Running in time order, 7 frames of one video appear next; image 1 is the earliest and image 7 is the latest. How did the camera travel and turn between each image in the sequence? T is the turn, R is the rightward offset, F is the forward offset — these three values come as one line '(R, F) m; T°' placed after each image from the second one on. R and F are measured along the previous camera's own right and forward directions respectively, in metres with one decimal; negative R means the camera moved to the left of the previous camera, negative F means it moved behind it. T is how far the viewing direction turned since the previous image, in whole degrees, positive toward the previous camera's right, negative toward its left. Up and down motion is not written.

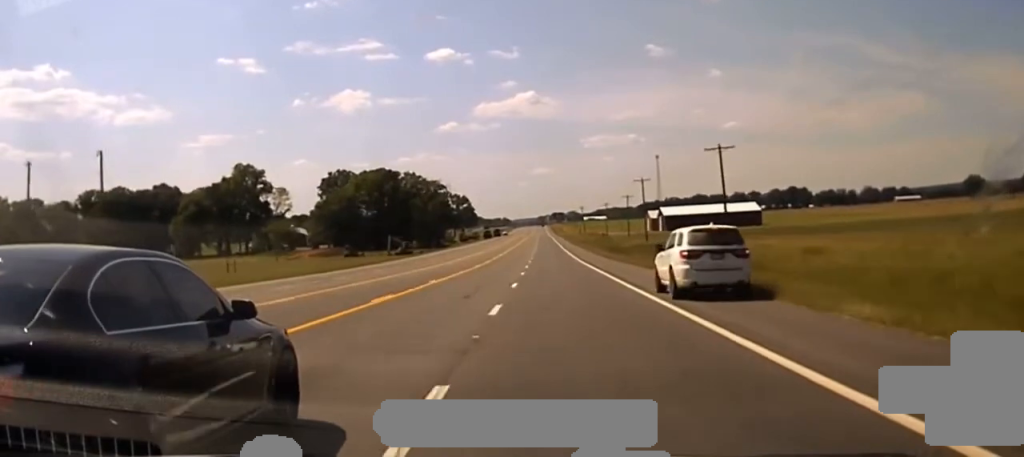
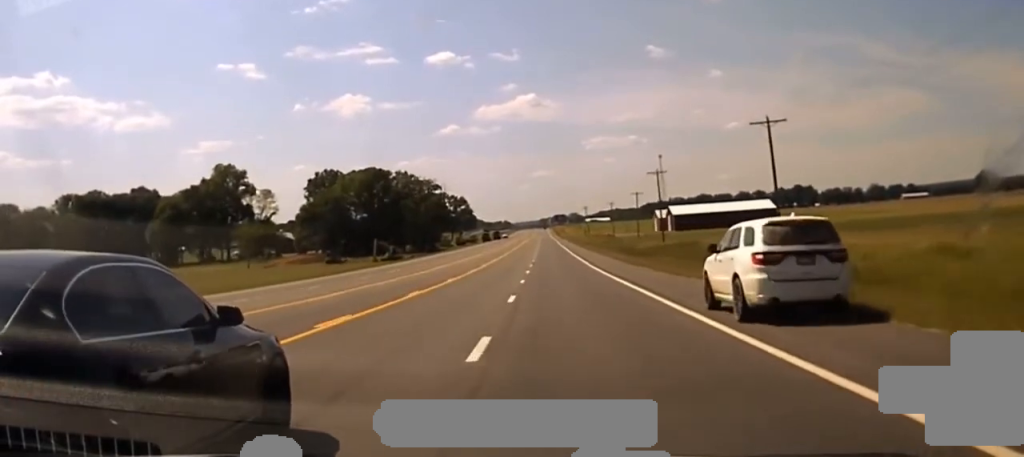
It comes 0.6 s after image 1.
(-0.1, +16.1) m; 0°
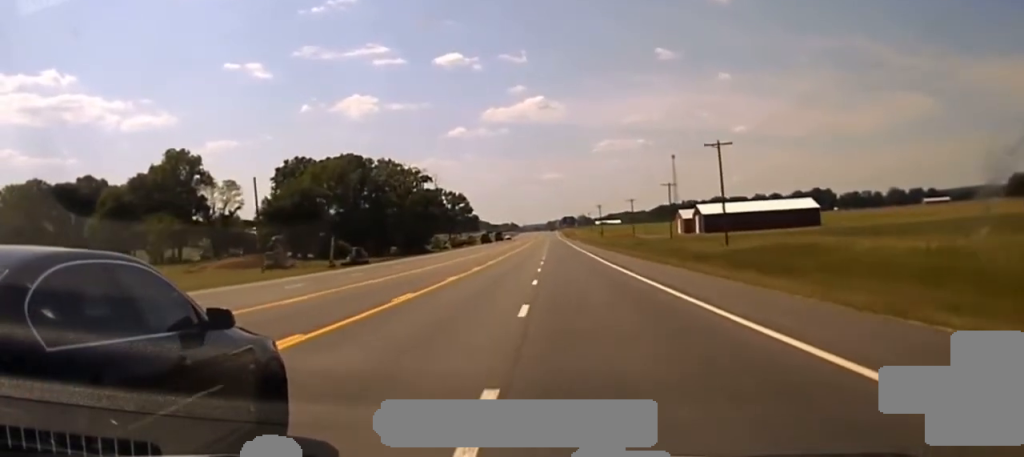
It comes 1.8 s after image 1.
(+0.2, +38.0) m; 0°
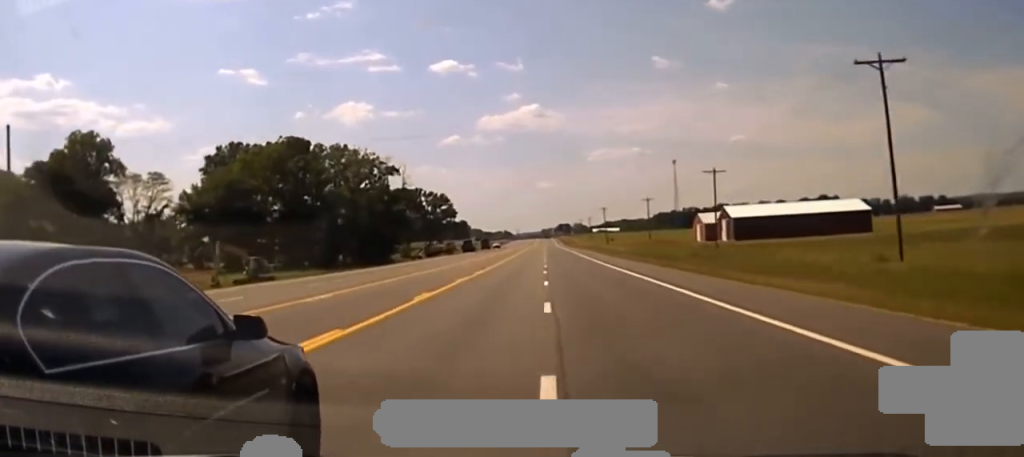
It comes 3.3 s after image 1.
(-0.7, +47.3) m; -2°
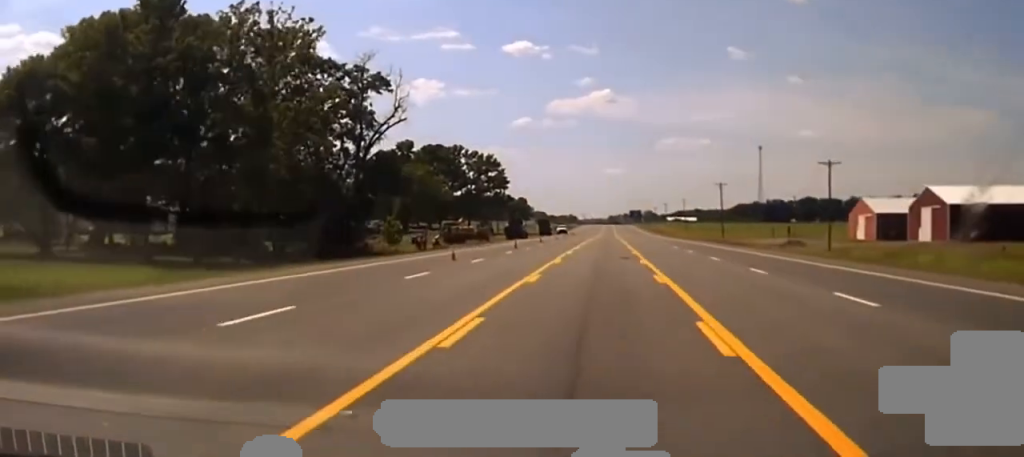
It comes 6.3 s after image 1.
(-1.5, +83.7) m; +3°
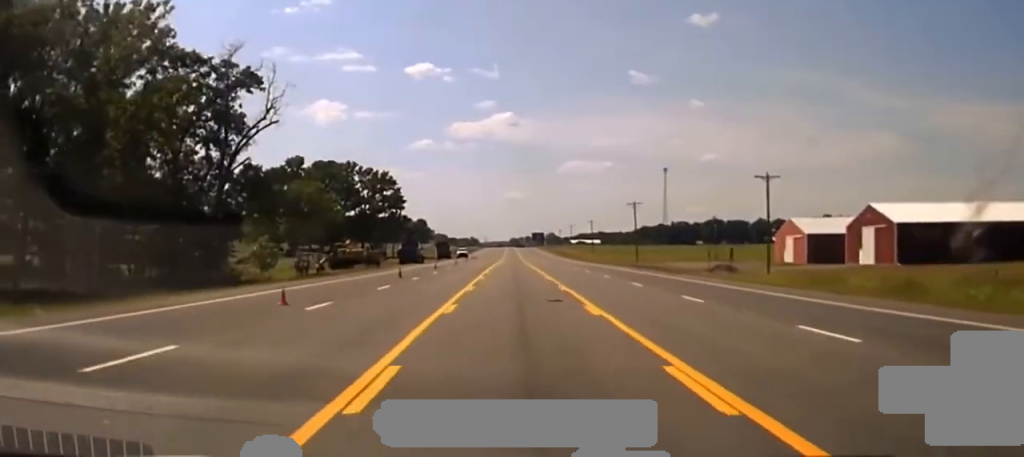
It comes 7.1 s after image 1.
(+0.5, +11.9) m; +5°
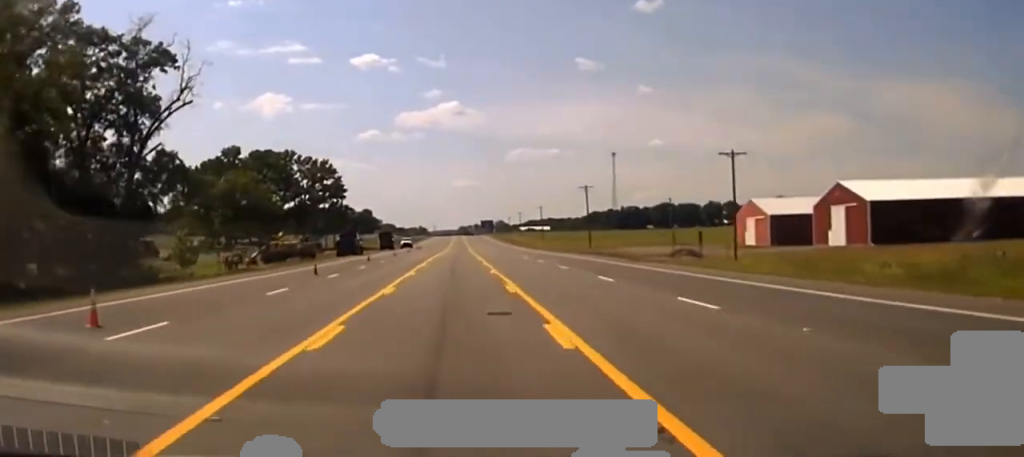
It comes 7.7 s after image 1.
(+0.4, +6.4) m; +2°
